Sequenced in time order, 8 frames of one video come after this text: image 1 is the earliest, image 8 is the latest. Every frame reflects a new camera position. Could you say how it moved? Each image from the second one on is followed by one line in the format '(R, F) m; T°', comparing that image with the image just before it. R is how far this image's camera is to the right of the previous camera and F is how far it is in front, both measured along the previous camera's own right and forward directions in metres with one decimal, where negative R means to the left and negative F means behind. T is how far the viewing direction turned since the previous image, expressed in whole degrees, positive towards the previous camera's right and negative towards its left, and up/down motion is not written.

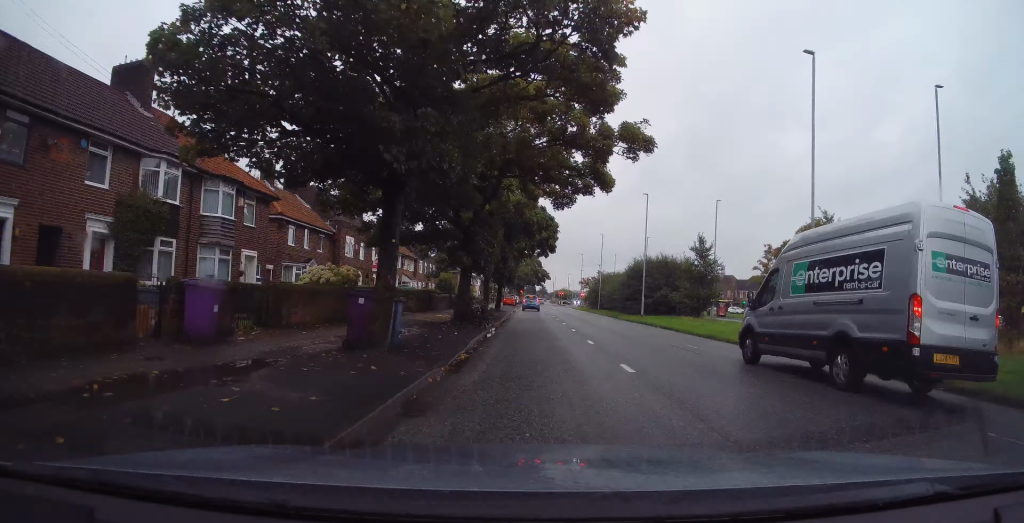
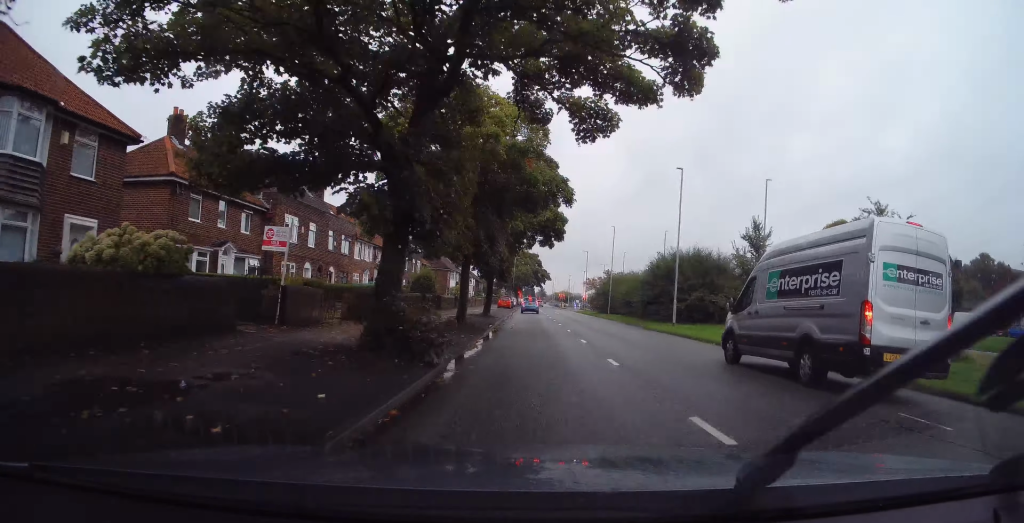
(0.0, +10.5) m; +2°
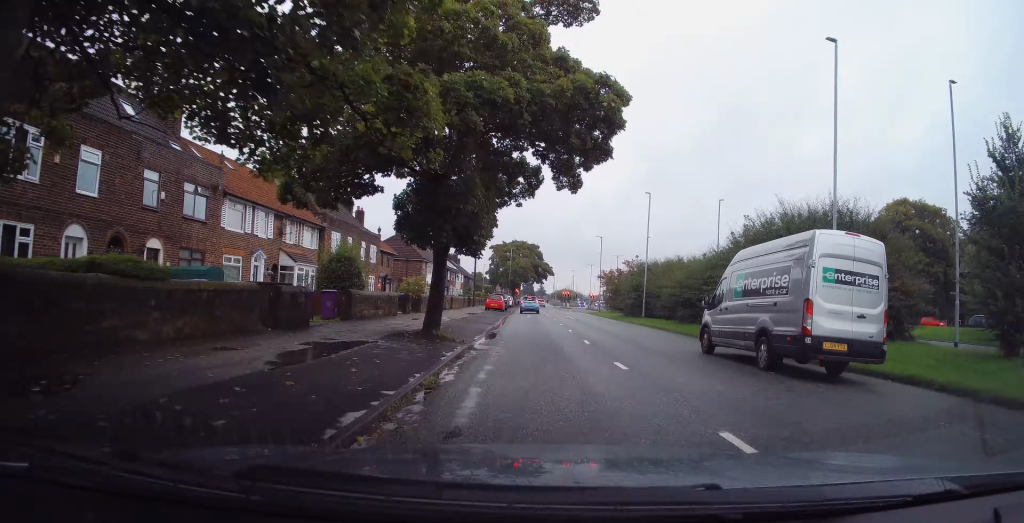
(0.0, +19.1) m; -3°
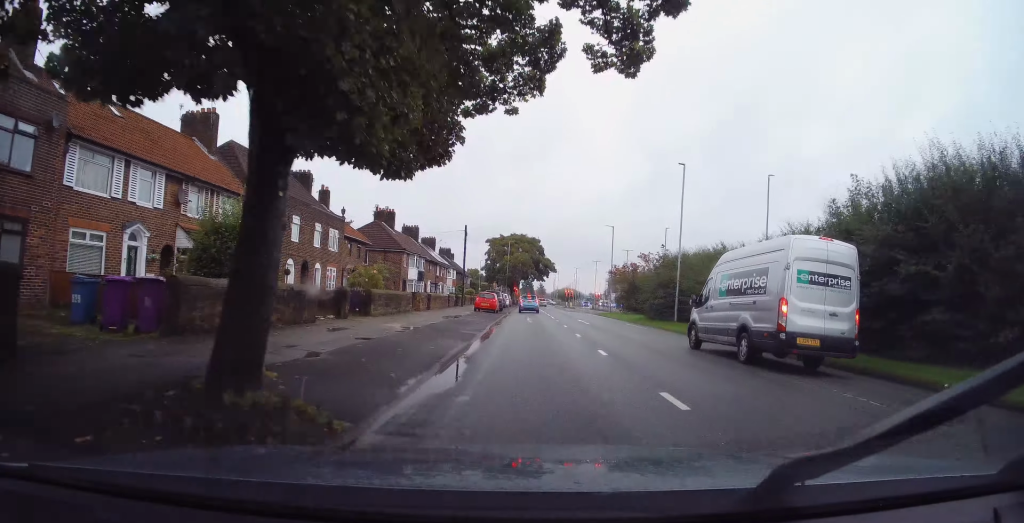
(-0.1, +9.8) m; -1°
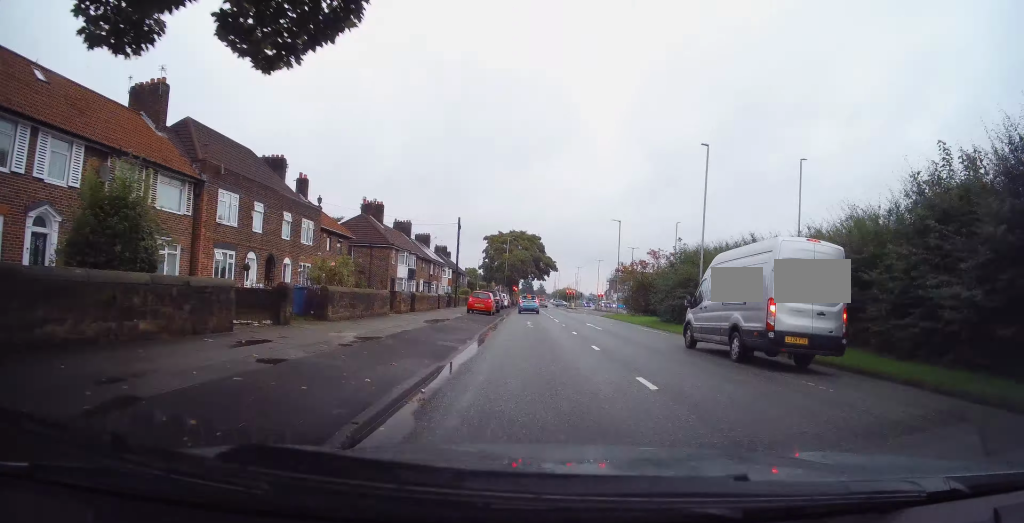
(0.0, +4.7) m; 0°
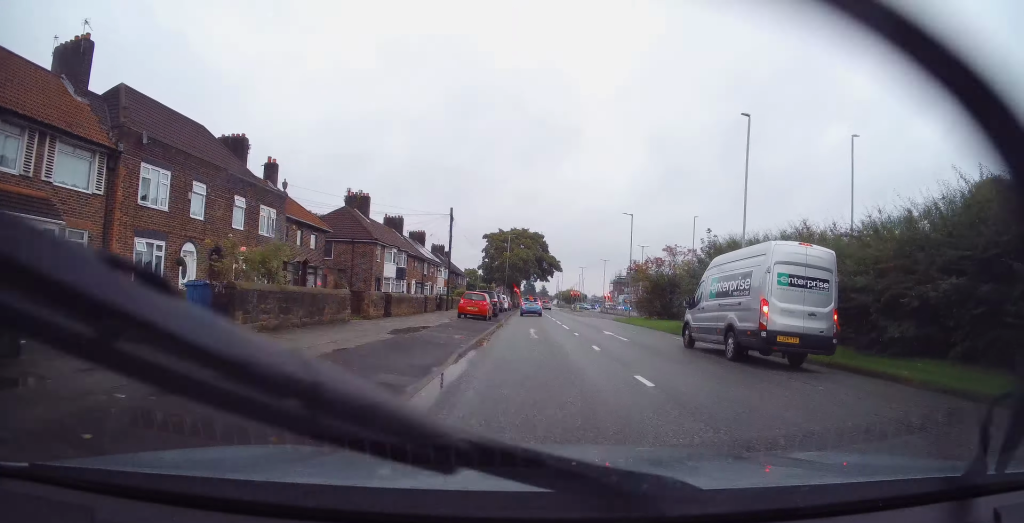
(0.0, +5.7) m; +1°
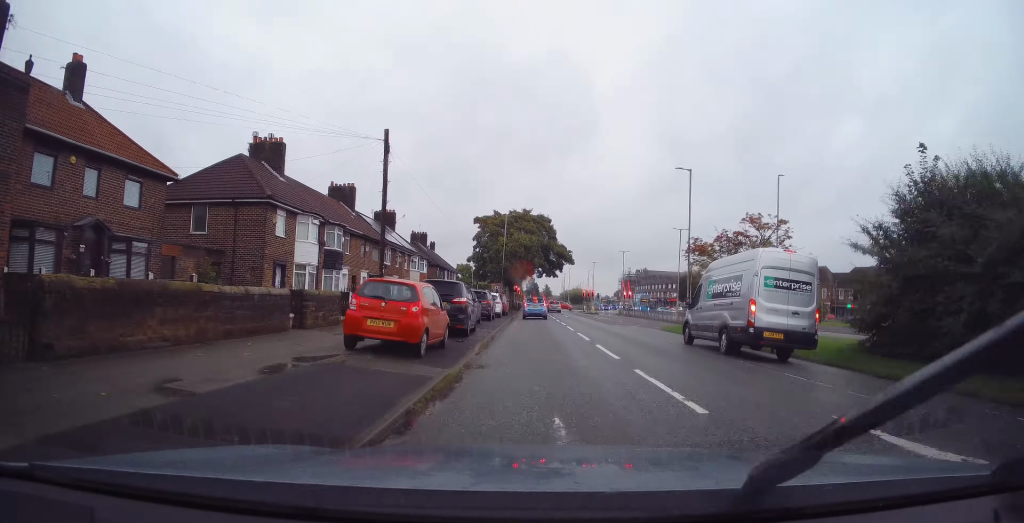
(+0.2, +18.3) m; -2°
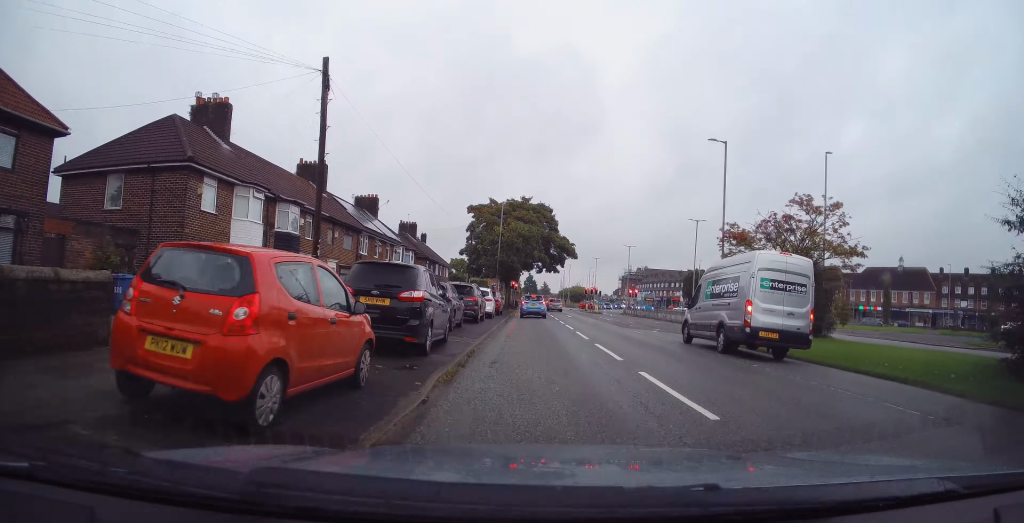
(-0.2, +6.4) m; -1°
